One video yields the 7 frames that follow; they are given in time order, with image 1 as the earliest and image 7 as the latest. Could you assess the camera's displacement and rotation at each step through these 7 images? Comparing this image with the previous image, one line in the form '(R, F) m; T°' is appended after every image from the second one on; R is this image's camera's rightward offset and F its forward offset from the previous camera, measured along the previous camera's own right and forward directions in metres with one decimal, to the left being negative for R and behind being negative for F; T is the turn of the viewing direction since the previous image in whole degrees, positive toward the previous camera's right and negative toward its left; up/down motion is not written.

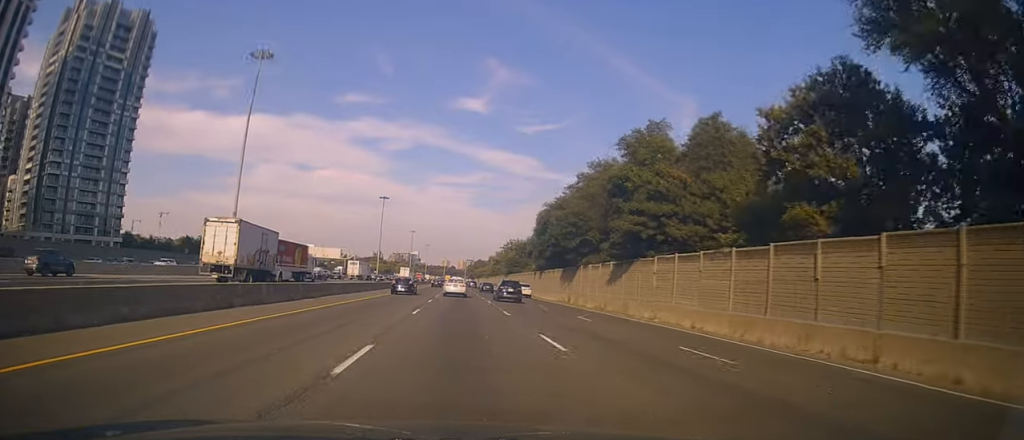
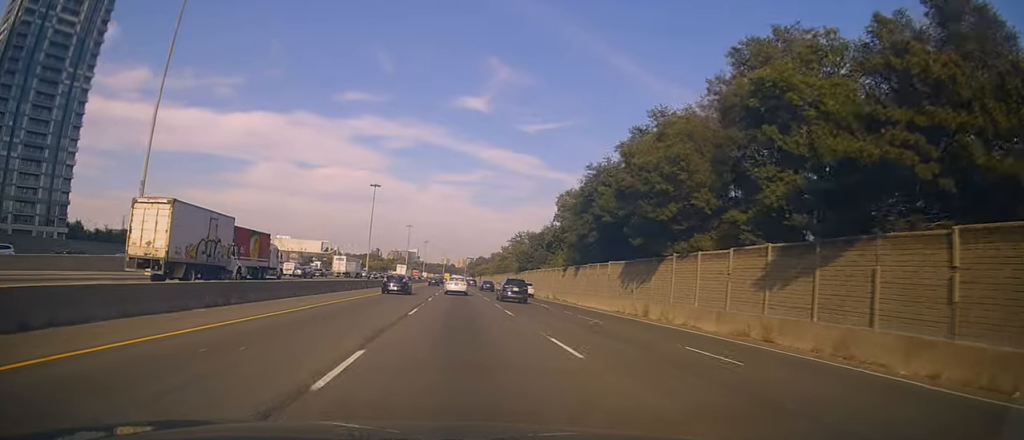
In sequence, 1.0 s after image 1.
(-0.3, +25.6) m; 0°
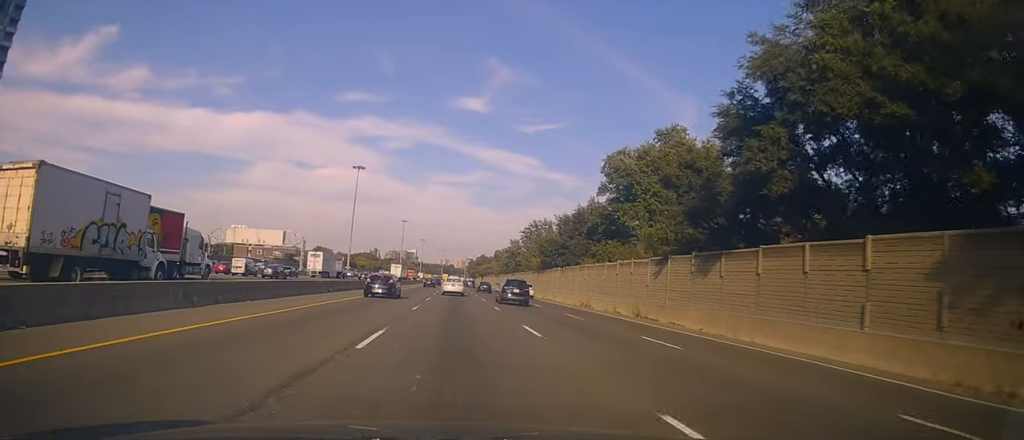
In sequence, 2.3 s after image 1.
(+0.2, +34.4) m; +1°
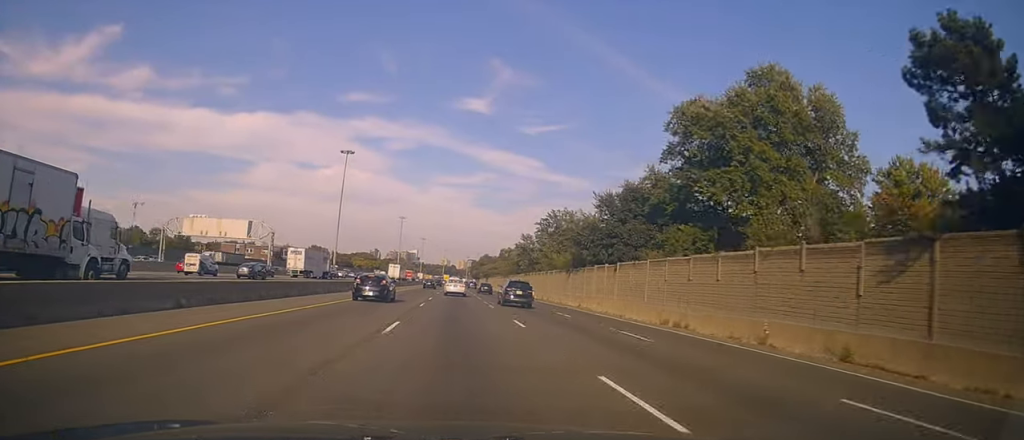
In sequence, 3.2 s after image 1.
(+0.2, +22.6) m; 0°
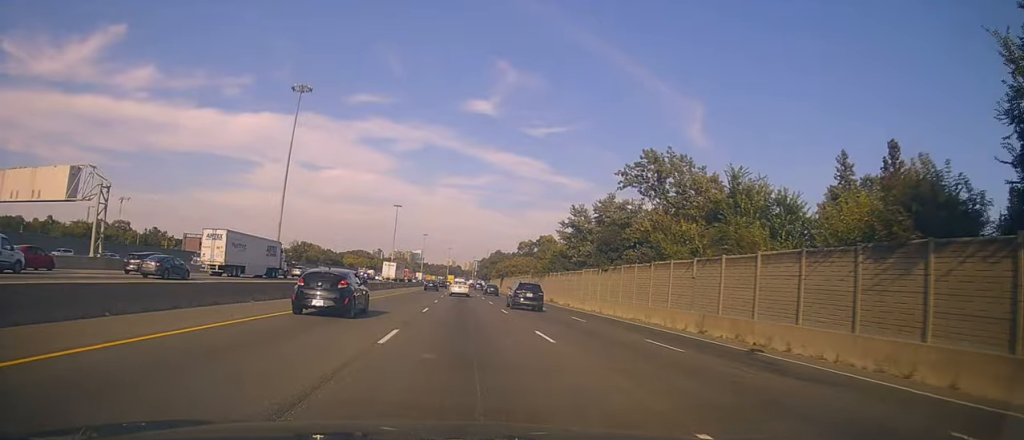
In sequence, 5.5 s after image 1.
(-0.3, +50.9) m; 0°
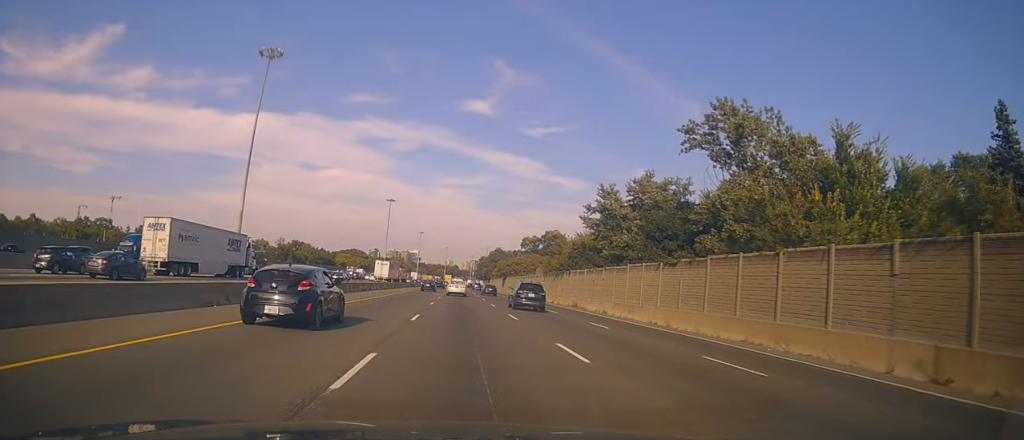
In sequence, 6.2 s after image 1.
(+0.1, +16.5) m; 0°
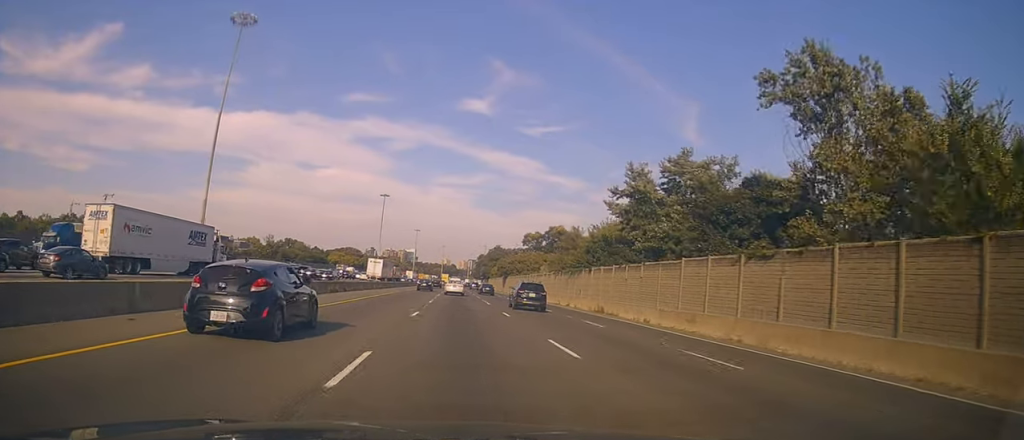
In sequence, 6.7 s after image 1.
(+0.1, +11.2) m; 0°
